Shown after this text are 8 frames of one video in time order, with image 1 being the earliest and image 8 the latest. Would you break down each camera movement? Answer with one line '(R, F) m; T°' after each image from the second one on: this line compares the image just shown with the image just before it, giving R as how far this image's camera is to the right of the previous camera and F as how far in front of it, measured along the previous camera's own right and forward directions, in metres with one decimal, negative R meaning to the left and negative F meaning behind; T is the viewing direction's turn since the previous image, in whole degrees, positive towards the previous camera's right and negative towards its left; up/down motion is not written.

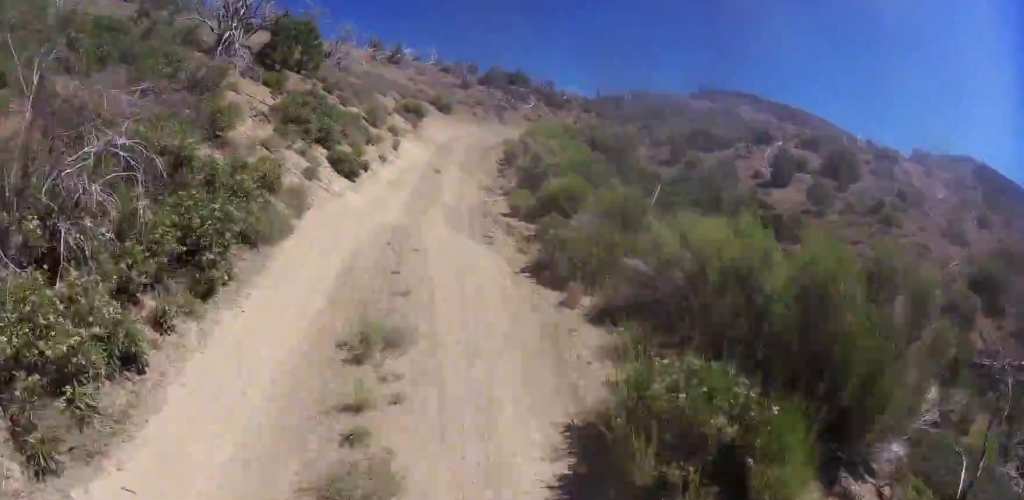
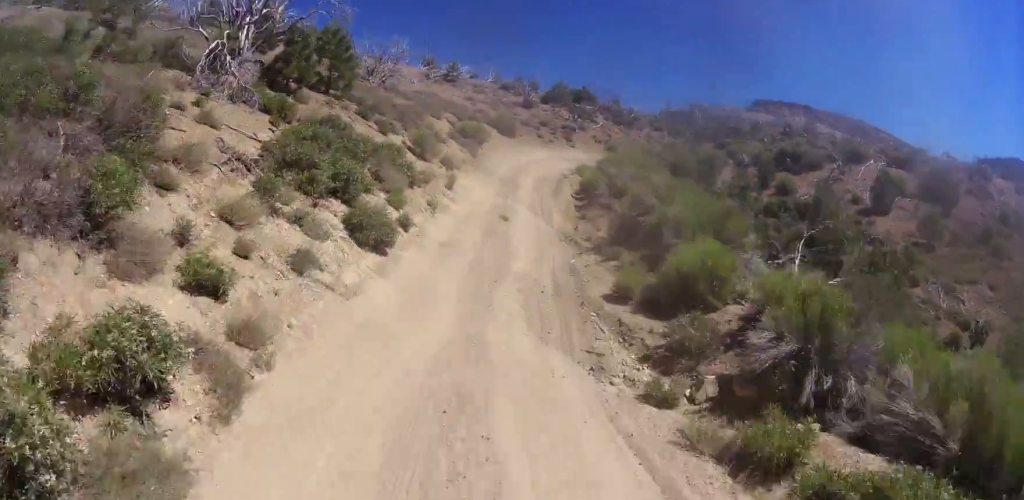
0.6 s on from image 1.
(-0.4, +4.7) m; 0°
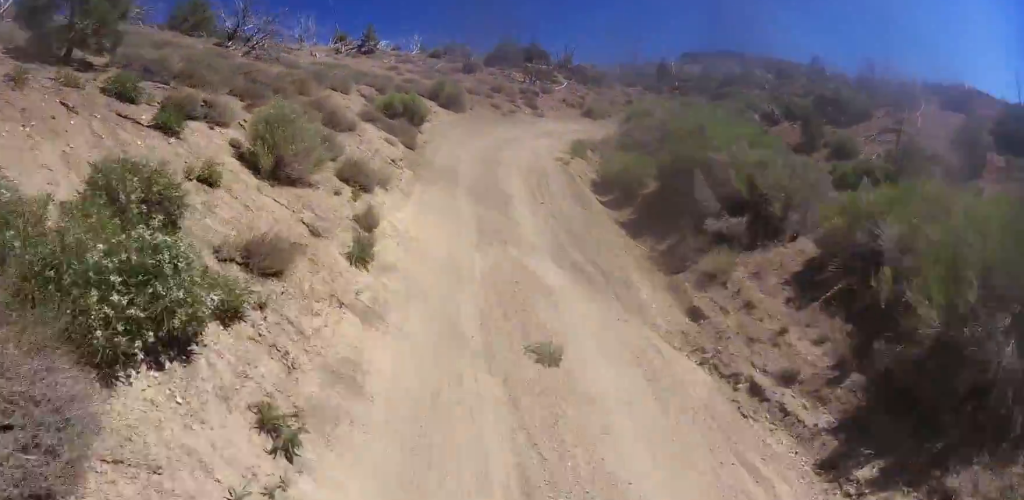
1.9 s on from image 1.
(+0.5, +10.1) m; 0°
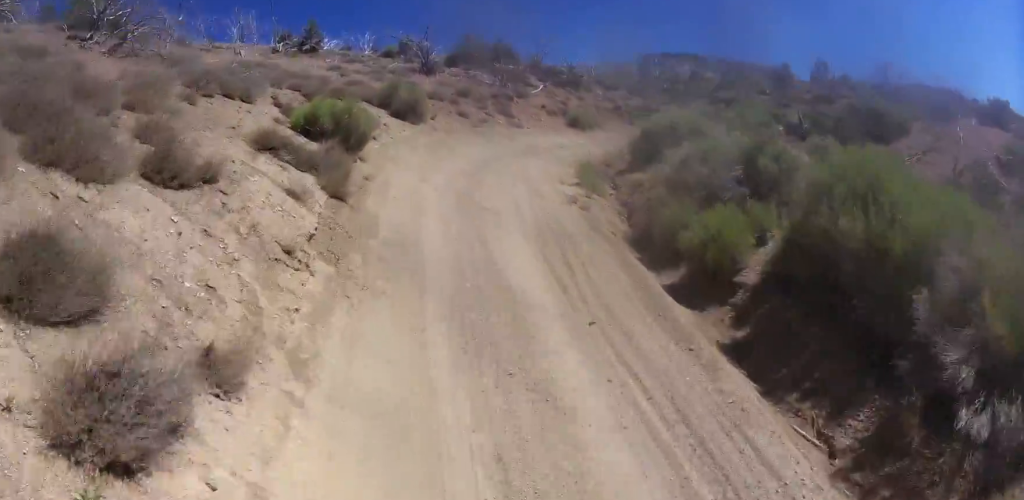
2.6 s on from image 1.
(-0.5, +4.8) m; +3°
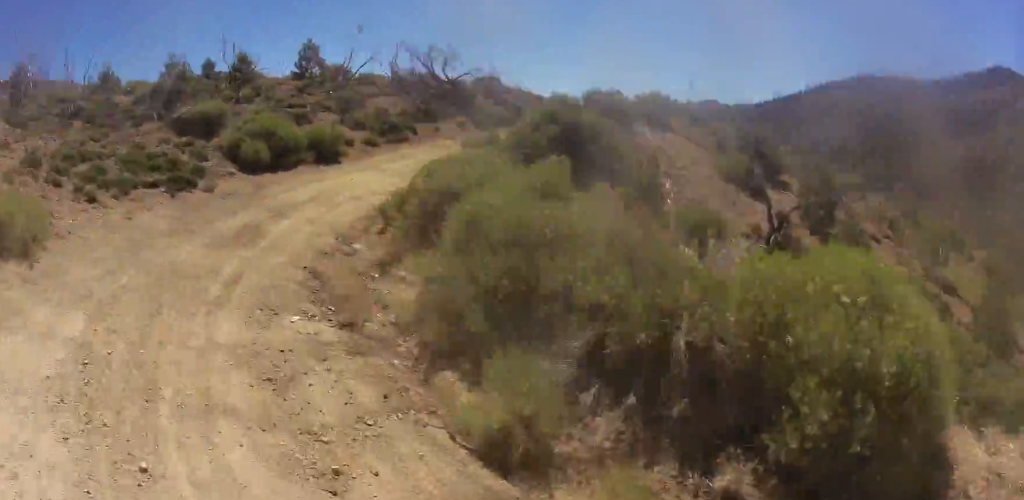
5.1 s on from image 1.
(+6.3, +13.3) m; +47°
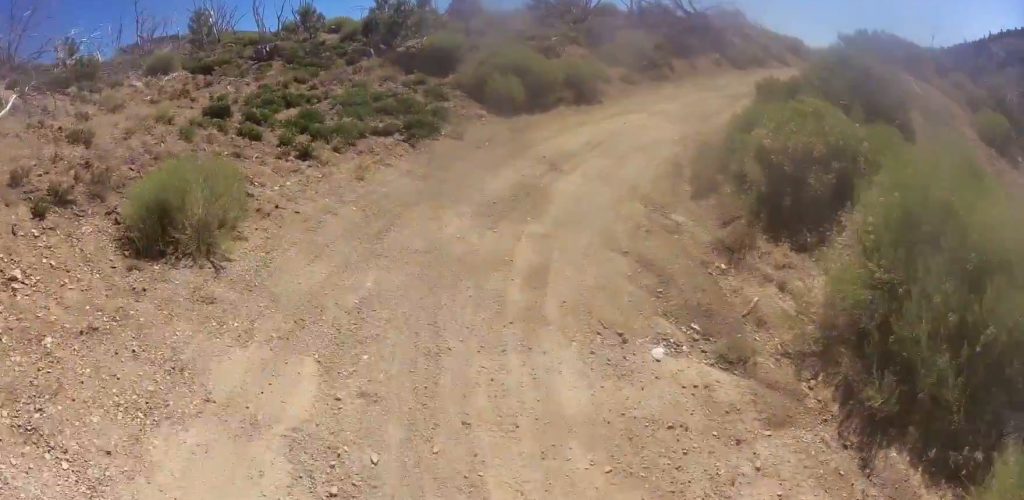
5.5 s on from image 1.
(+0.1, +2.6) m; +7°
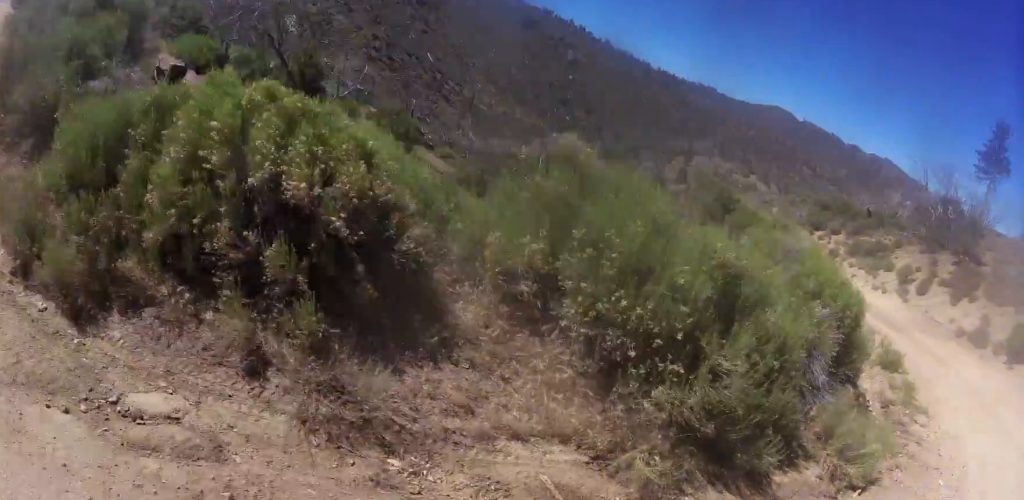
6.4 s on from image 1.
(+0.2, +5.7) m; +22°
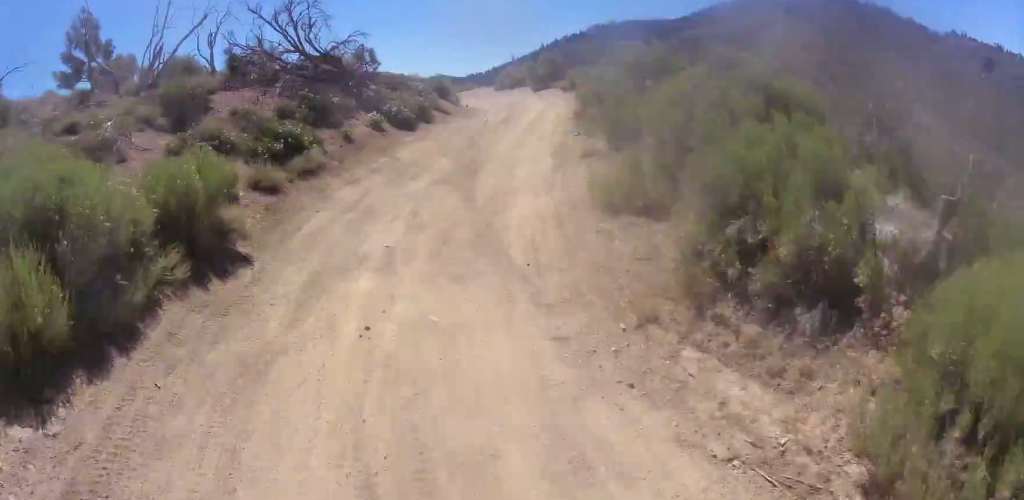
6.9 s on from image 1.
(+1.0, +2.3) m; +10°
